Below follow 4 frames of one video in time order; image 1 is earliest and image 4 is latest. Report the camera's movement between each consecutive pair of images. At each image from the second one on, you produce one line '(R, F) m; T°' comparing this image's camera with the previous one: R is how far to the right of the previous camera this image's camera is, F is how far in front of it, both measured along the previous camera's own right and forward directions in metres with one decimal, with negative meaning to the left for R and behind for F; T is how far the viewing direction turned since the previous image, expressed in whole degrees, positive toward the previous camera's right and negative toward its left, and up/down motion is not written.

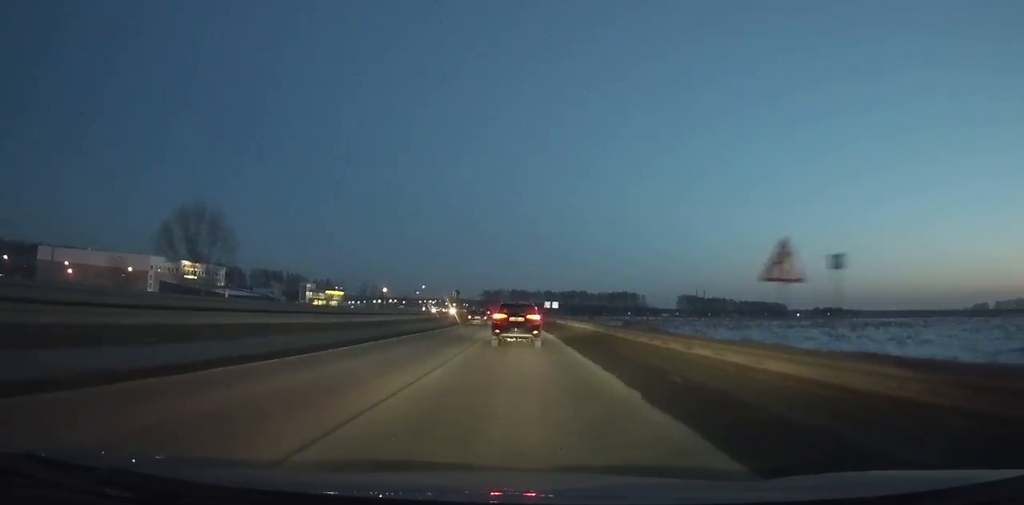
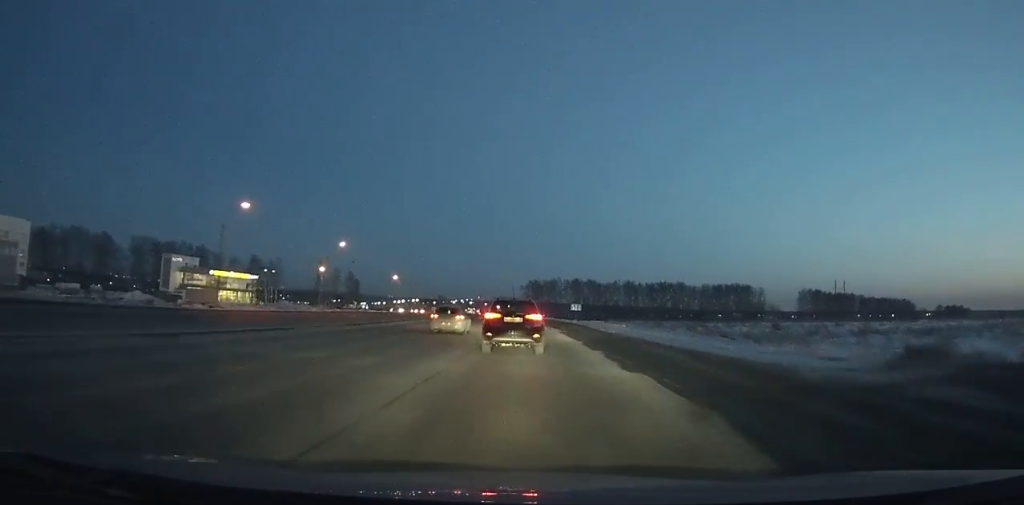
(-7.1, +155.9) m; -5°
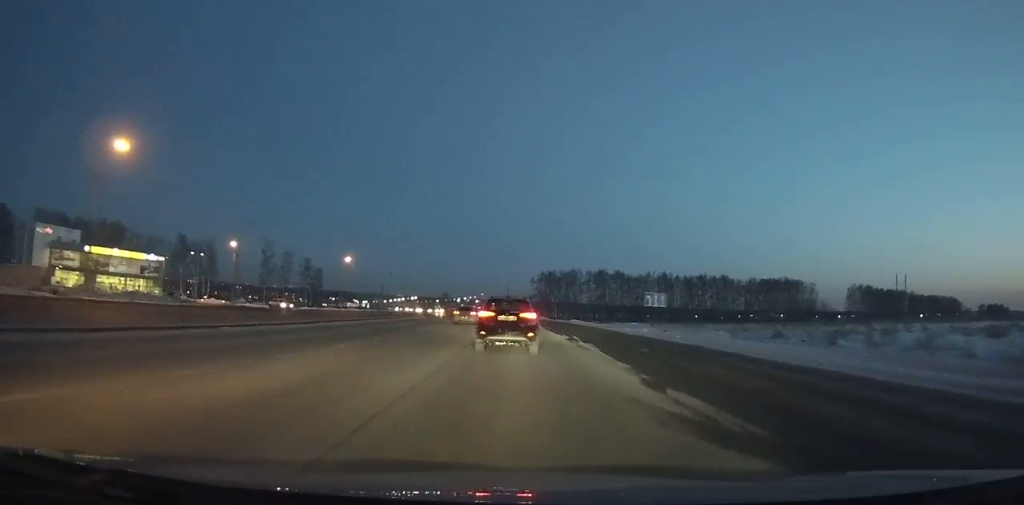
(-0.6, +53.6) m; -1°
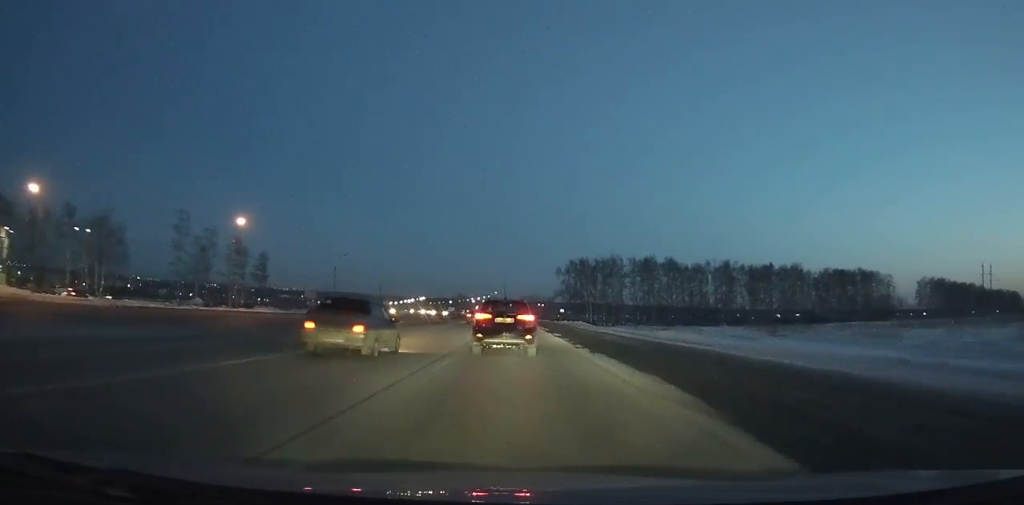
(-0.7, +51.1) m; -2°
